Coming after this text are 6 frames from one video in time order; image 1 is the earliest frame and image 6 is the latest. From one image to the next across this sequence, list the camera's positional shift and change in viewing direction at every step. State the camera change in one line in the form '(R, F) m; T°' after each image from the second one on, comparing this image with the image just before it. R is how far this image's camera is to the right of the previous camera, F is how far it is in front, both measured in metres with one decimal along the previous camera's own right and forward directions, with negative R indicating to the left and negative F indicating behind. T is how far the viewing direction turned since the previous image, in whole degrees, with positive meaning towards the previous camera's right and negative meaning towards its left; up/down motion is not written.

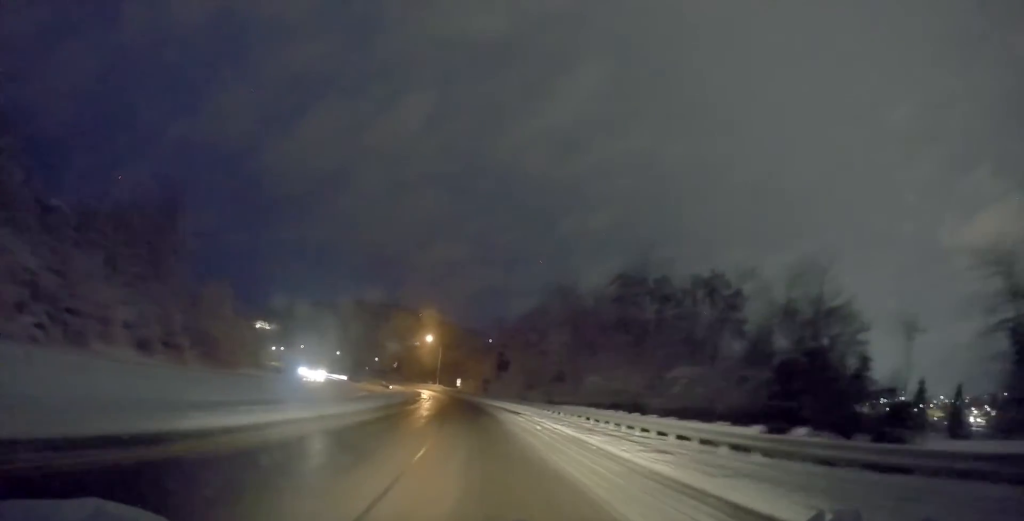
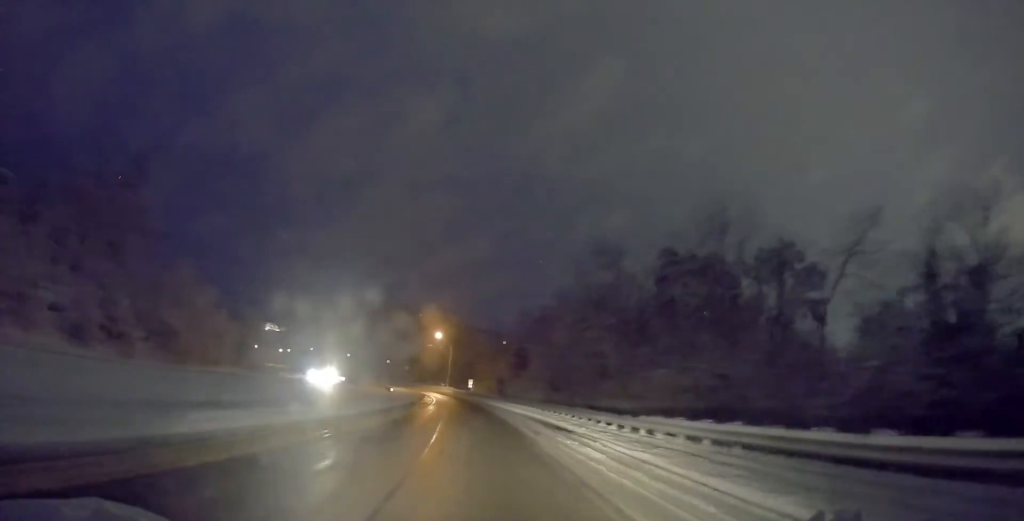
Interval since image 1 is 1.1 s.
(-0.3, +15.6) m; -1°
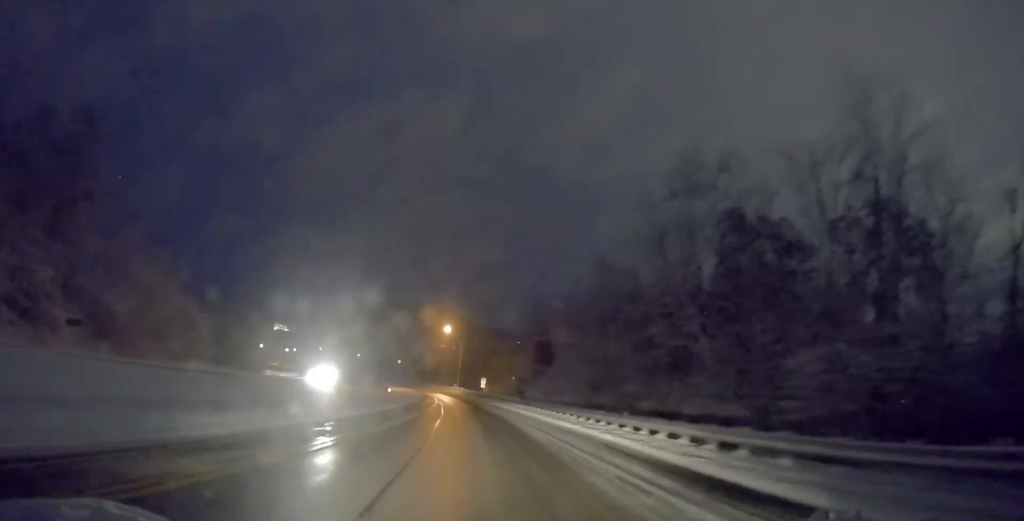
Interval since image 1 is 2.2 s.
(0.0, +16.1) m; -1°
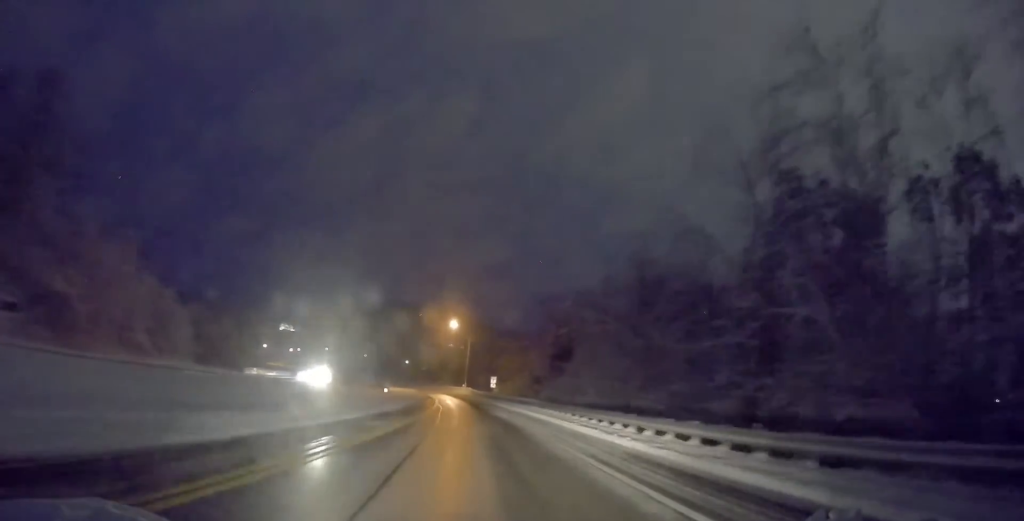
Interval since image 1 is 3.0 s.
(-0.1, +10.4) m; -2°
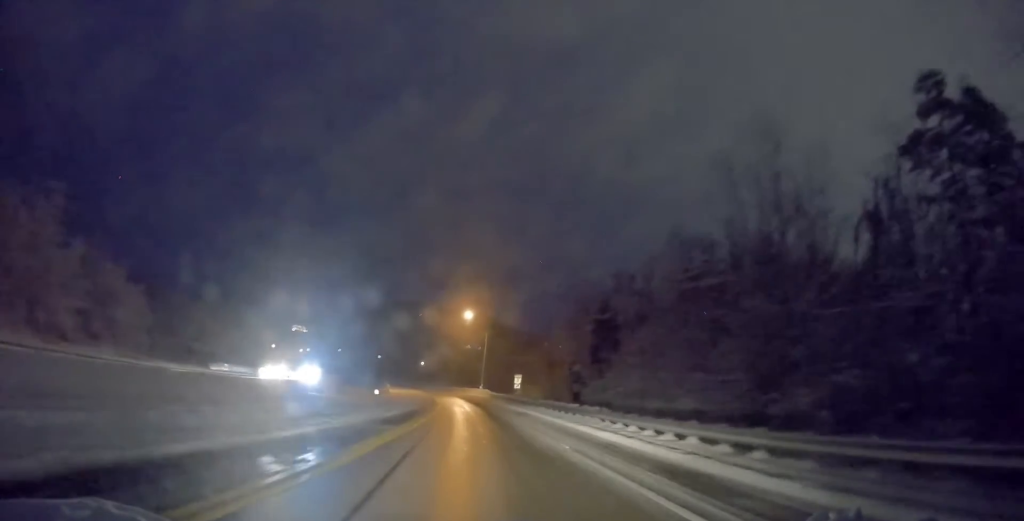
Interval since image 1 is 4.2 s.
(-0.2, +17.2) m; 0°
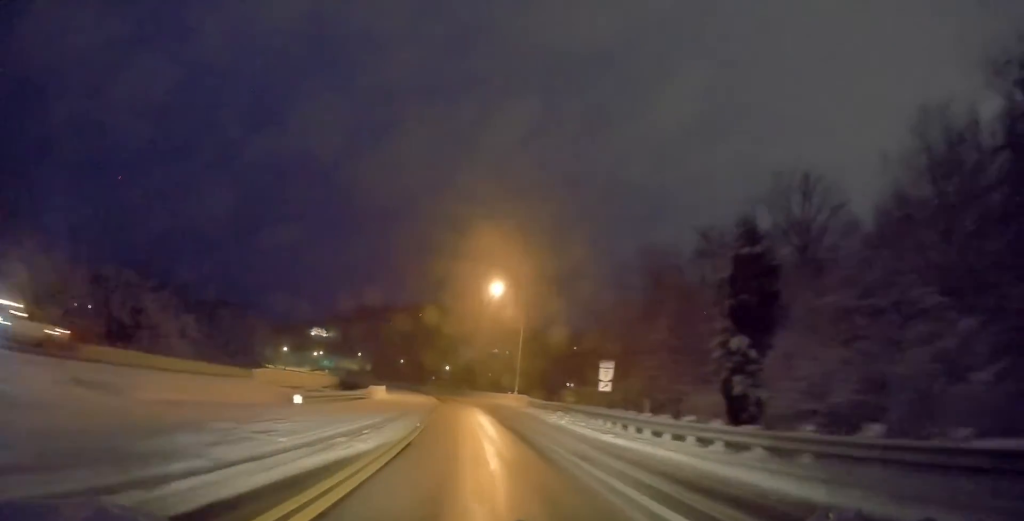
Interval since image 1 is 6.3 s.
(-0.8, +30.4) m; -4°
